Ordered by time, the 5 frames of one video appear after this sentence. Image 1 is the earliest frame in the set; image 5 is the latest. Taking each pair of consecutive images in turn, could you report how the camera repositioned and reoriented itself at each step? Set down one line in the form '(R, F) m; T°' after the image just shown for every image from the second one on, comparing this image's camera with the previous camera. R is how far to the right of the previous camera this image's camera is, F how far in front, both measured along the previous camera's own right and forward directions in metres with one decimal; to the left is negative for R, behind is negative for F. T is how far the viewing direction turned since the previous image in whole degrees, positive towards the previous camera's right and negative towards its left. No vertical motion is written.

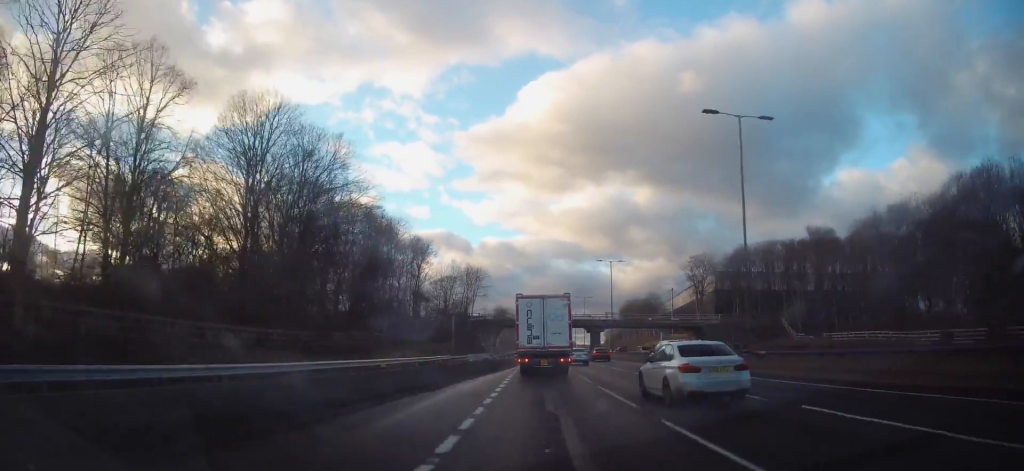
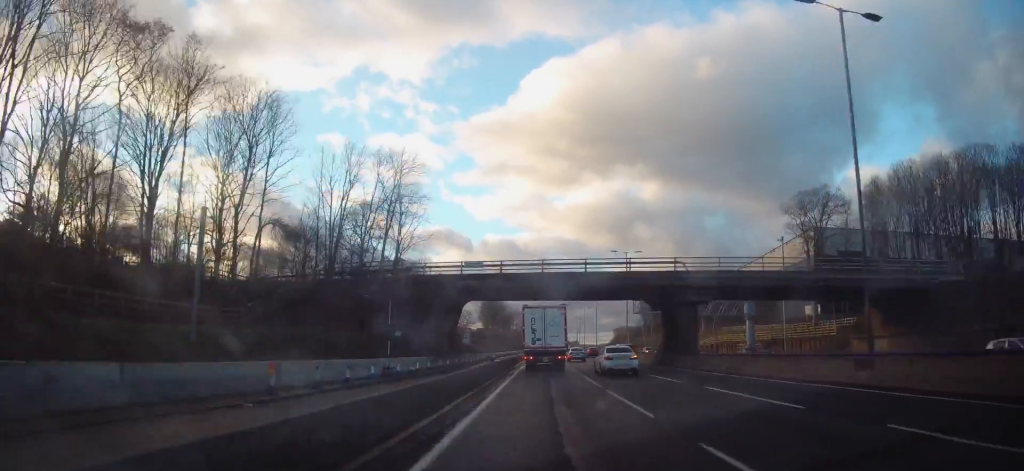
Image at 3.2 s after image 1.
(-0.6, +48.2) m; 0°
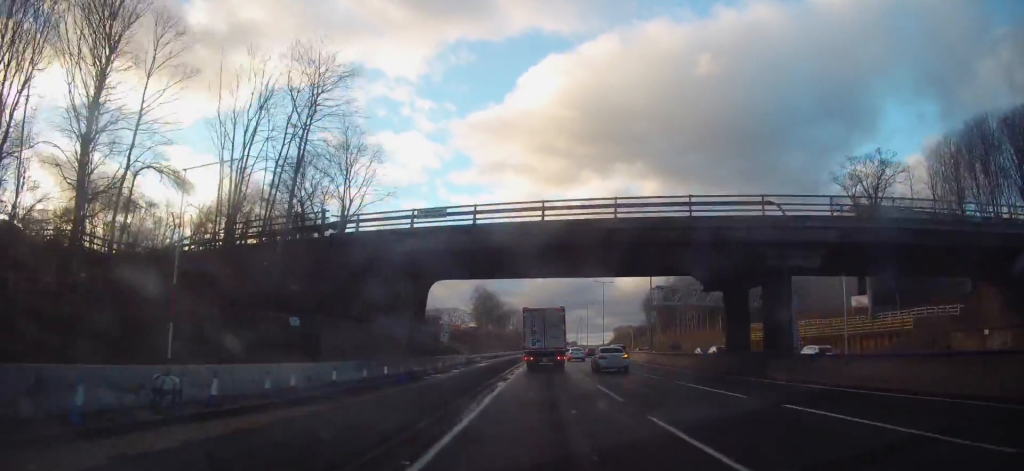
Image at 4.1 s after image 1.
(+0.1, +13.8) m; +1°
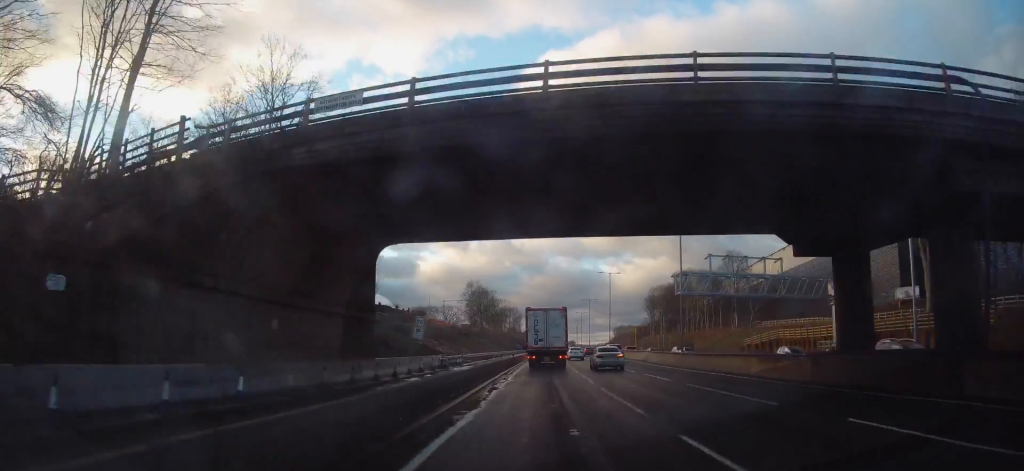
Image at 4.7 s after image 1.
(+0.1, +10.8) m; 0°
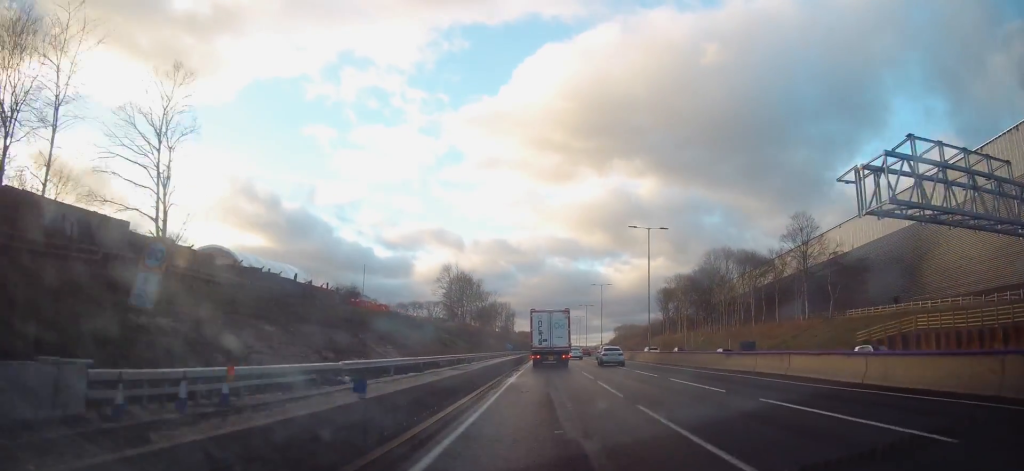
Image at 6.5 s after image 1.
(-0.2, +31.7) m; +1°
